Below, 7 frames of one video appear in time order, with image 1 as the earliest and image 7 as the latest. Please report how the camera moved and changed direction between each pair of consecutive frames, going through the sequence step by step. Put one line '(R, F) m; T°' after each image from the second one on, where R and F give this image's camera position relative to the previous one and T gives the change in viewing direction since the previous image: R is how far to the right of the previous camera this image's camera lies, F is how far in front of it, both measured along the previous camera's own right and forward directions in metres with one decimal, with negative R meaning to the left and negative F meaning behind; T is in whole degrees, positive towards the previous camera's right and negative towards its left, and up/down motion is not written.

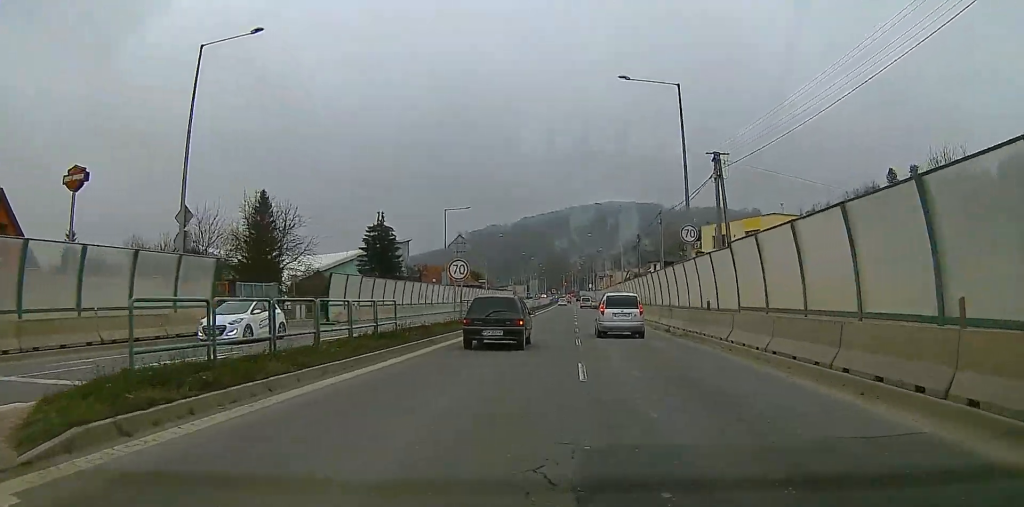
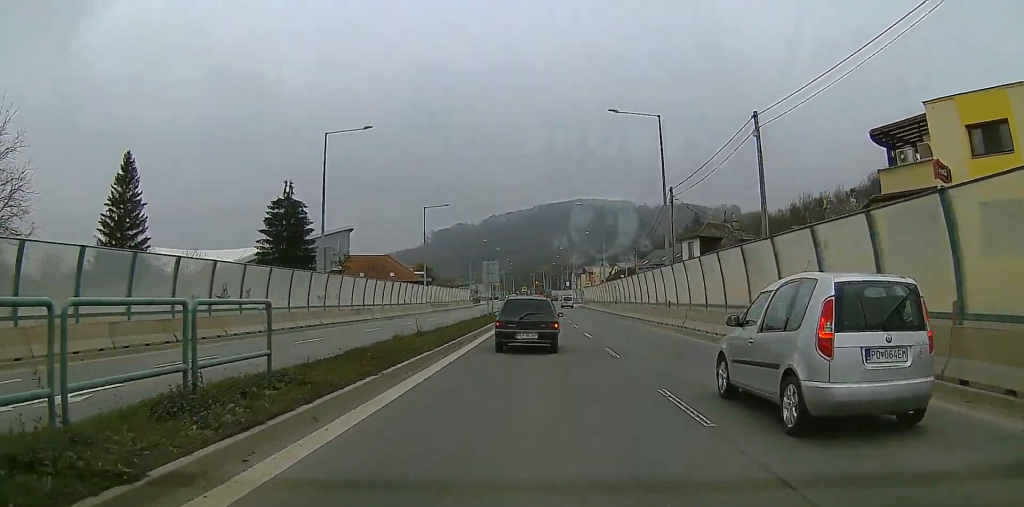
(-0.2, +38.2) m; +1°
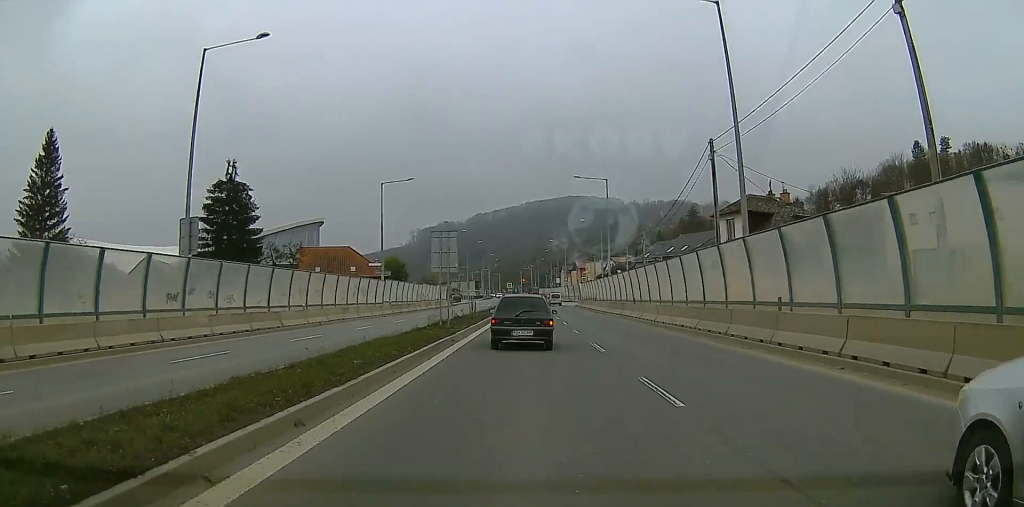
(+0.2, +16.3) m; +1°
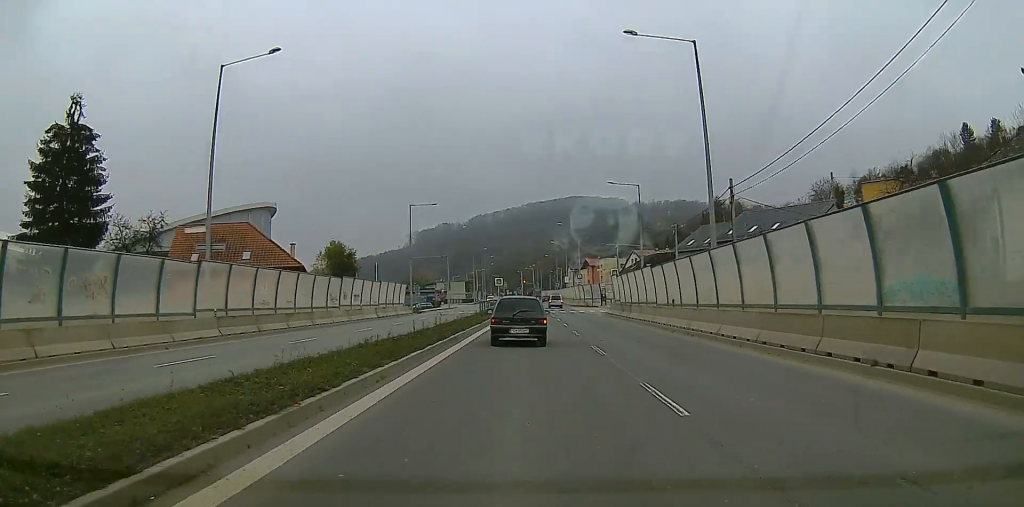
(+0.4, +35.5) m; +1°
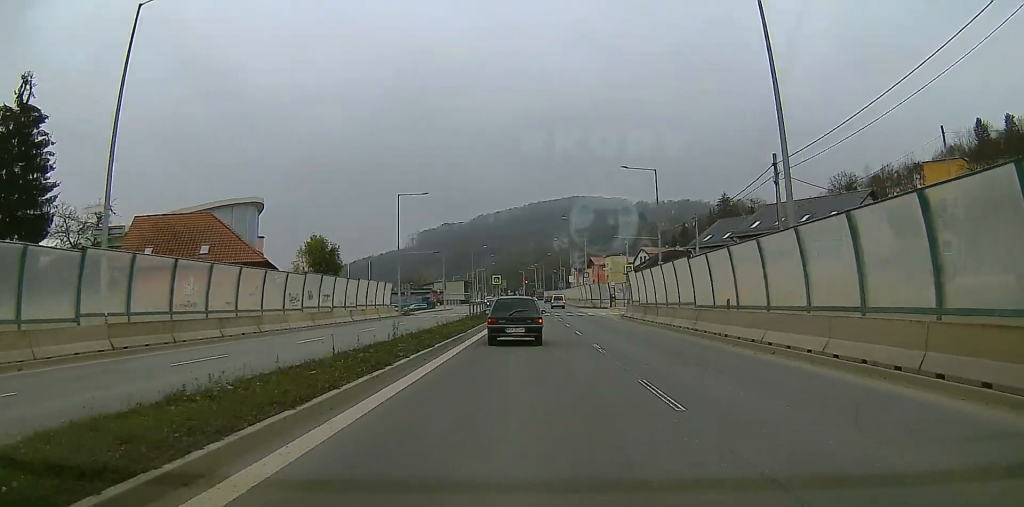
(0.0, +8.1) m; 0°
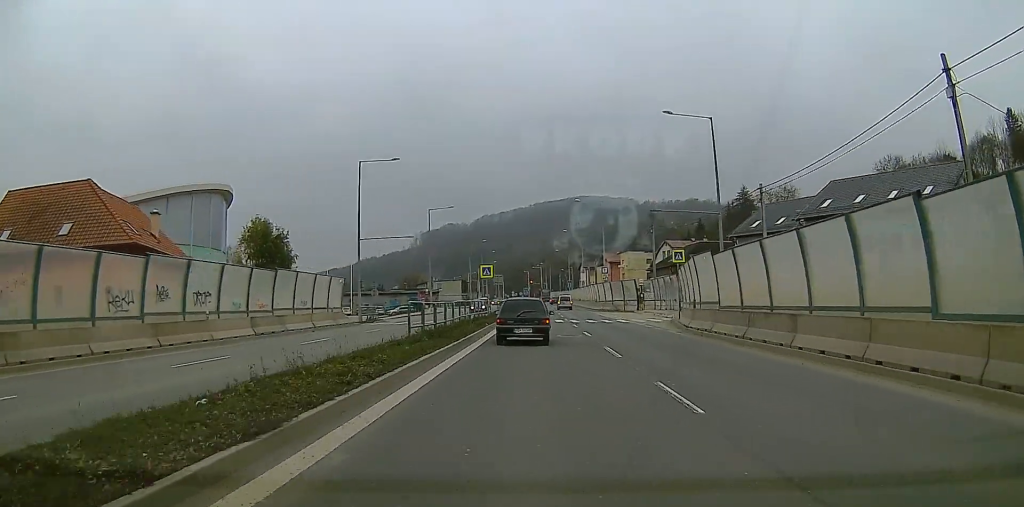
(0.0, +17.5) m; 0°
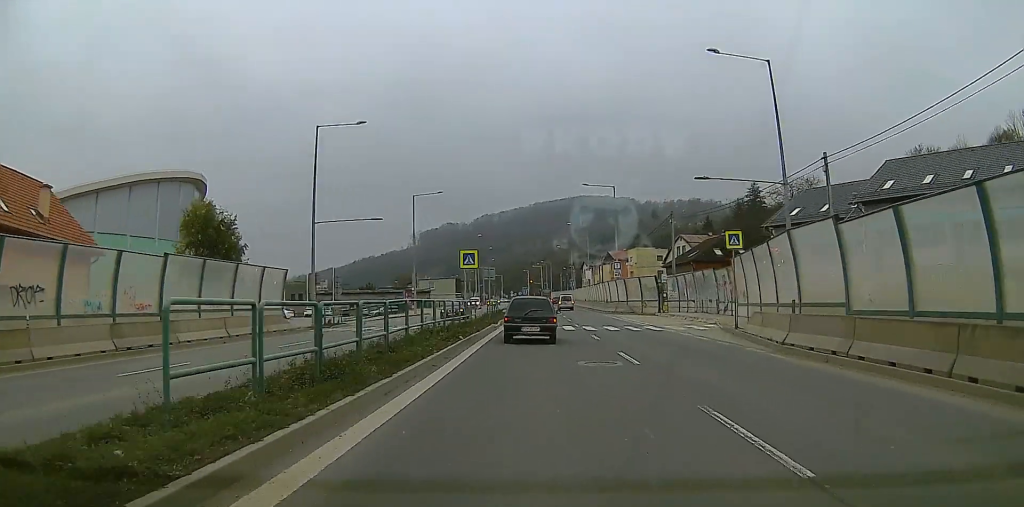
(0.0, +10.9) m; 0°
